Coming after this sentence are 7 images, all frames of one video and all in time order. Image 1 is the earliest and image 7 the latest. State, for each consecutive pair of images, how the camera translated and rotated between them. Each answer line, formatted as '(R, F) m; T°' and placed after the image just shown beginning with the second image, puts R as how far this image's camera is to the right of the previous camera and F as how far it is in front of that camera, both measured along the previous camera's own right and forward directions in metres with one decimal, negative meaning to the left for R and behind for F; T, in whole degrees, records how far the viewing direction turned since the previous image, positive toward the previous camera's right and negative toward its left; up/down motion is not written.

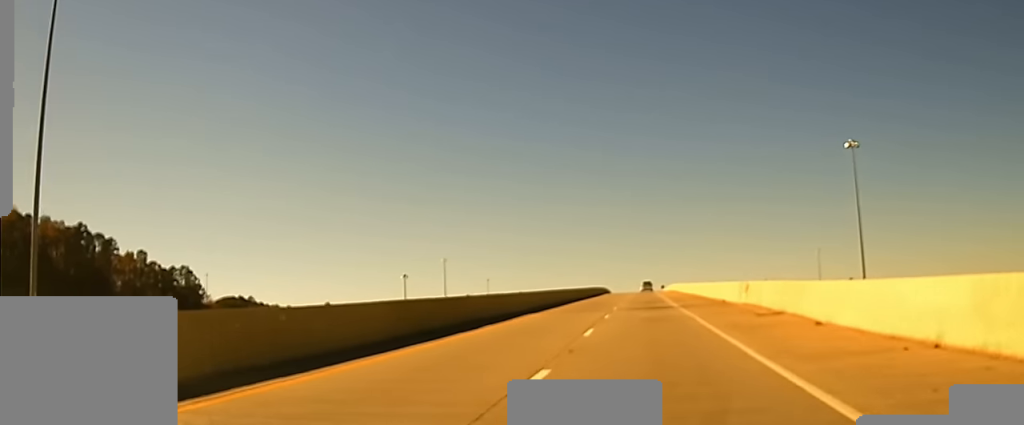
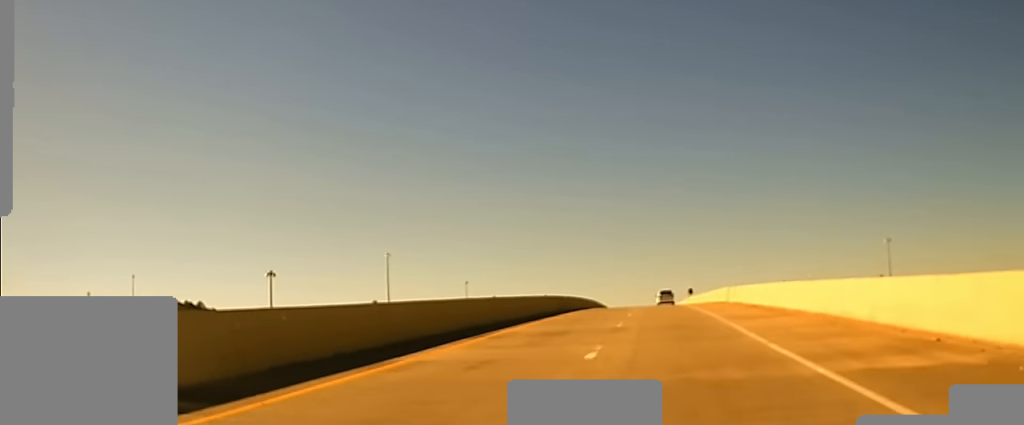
(0.0, +90.3) m; 0°
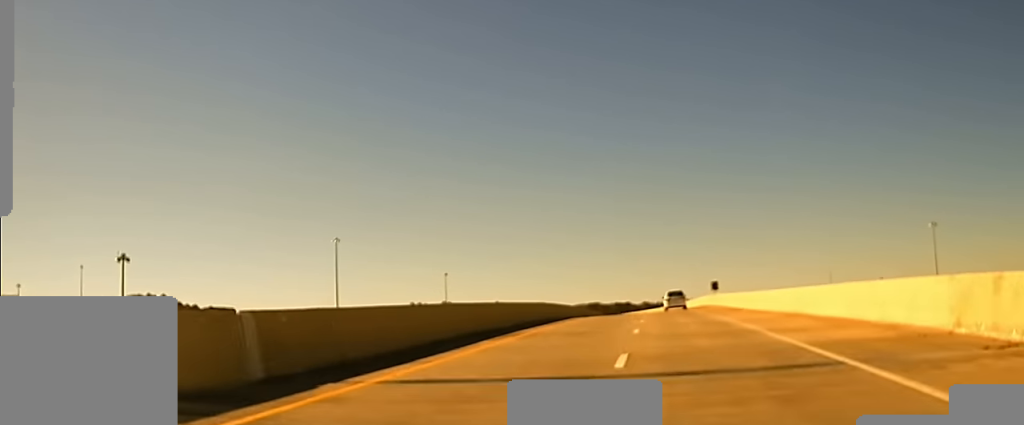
(0.0, +50.7) m; 0°
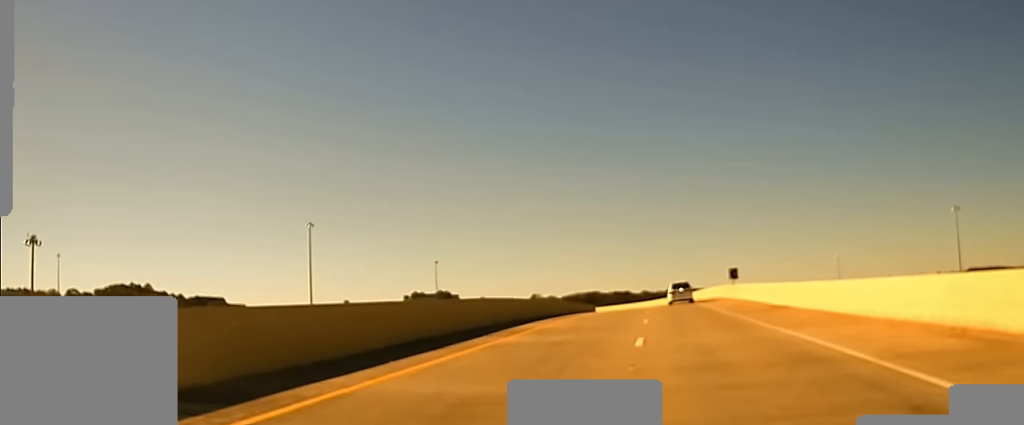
(+0.1, +21.6) m; 0°
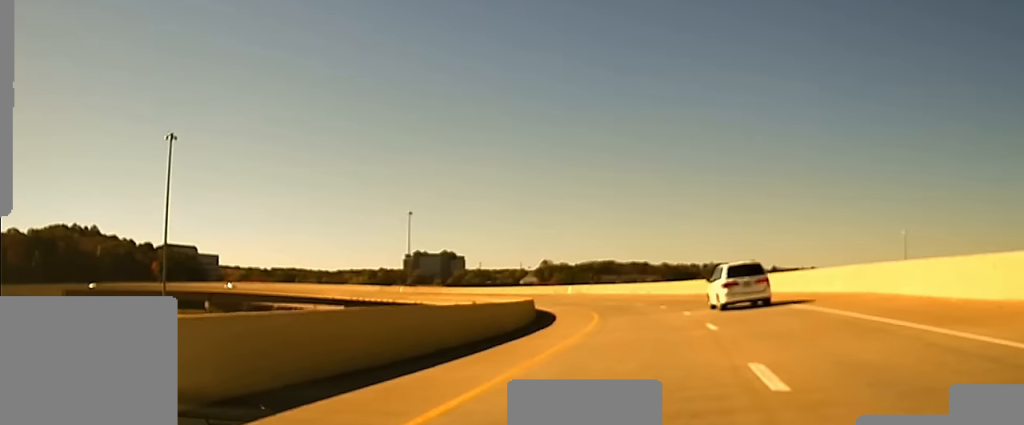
(-2.0, +90.2) m; -5°
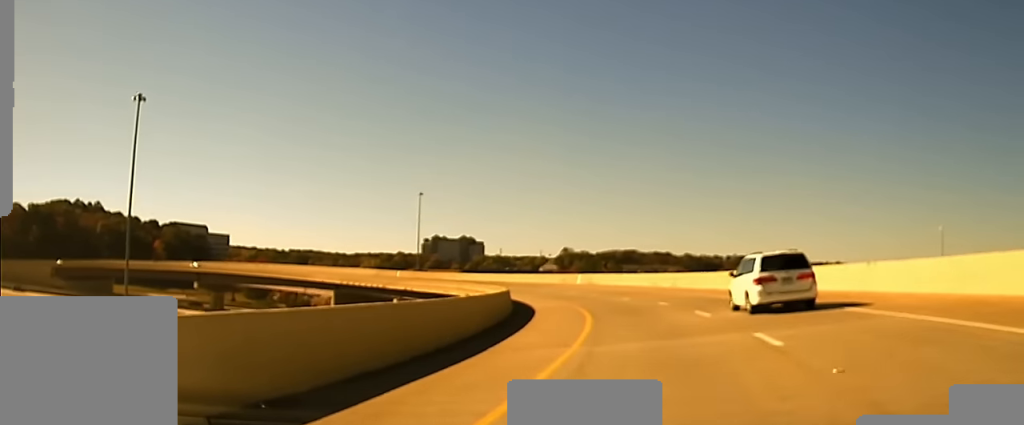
(-0.4, +17.4) m; -3°
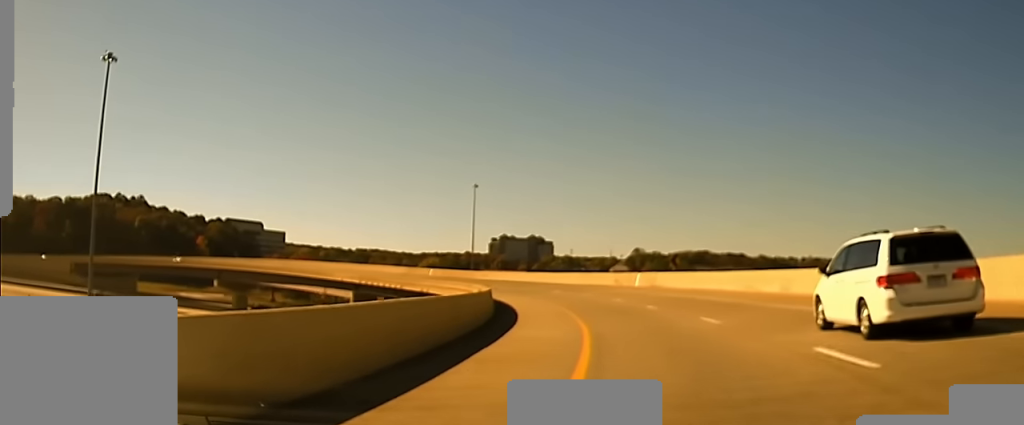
(-0.8, +28.7) m; -6°
